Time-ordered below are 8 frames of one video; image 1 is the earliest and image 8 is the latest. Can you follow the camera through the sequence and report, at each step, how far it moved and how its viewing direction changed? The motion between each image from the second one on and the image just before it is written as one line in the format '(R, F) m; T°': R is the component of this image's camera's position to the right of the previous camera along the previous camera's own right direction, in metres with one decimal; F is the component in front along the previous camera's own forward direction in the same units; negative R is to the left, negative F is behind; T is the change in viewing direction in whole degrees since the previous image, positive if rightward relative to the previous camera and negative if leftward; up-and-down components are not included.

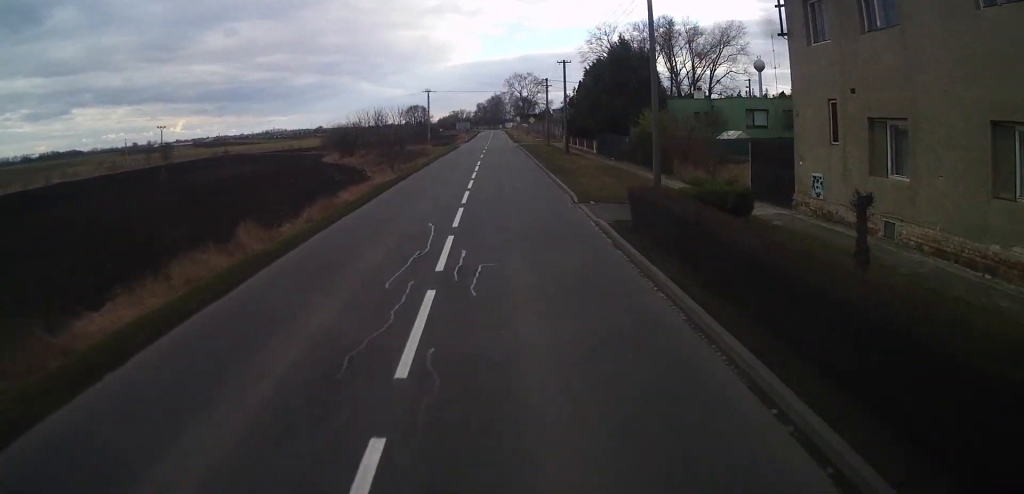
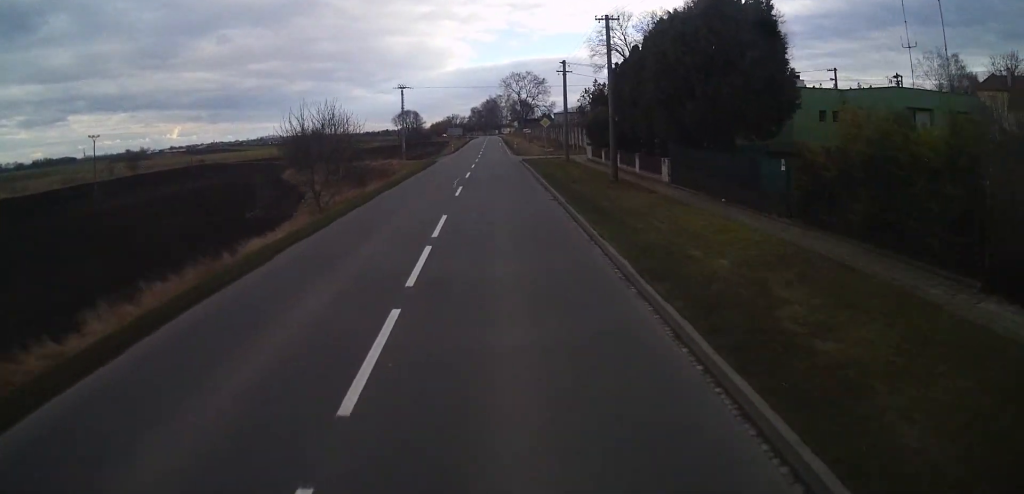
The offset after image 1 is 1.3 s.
(+1.0, +21.7) m; +3°
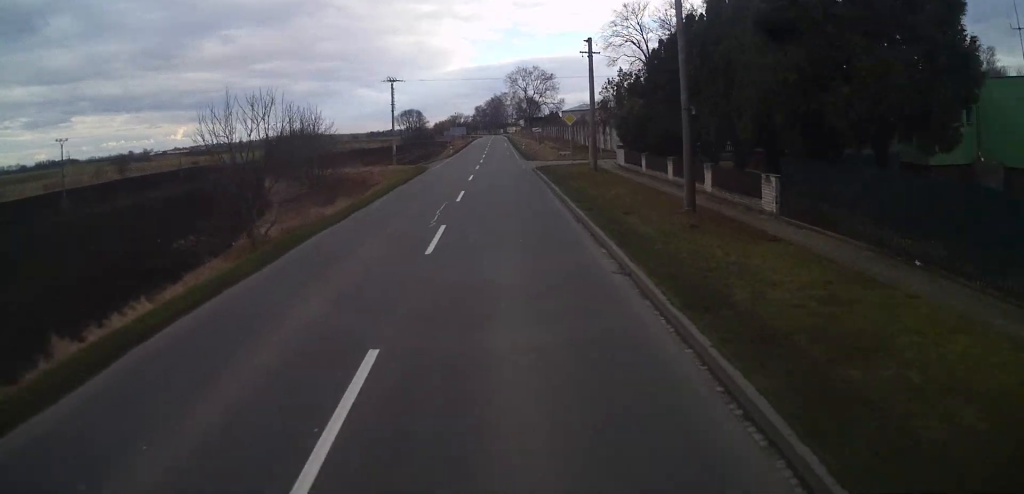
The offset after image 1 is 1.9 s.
(0.0, +10.4) m; 0°
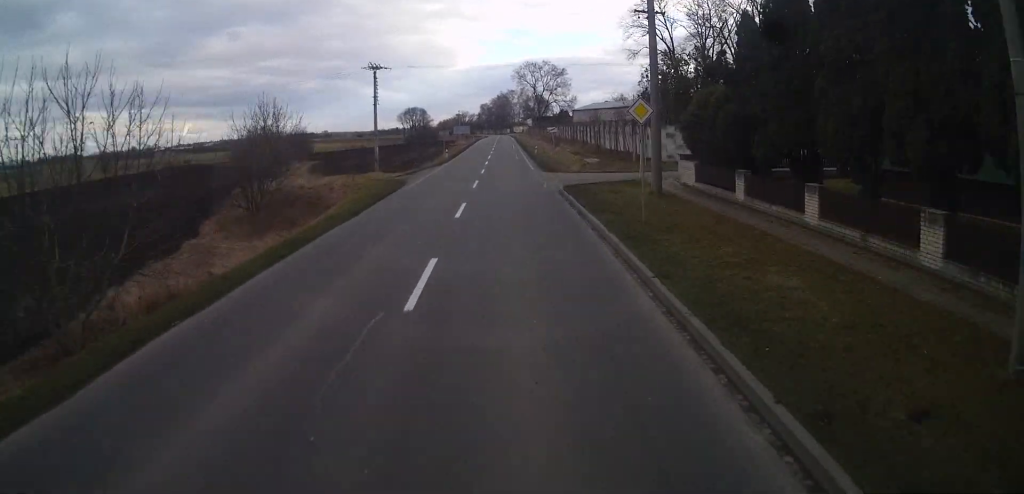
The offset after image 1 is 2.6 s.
(-0.1, +12.4) m; -1°
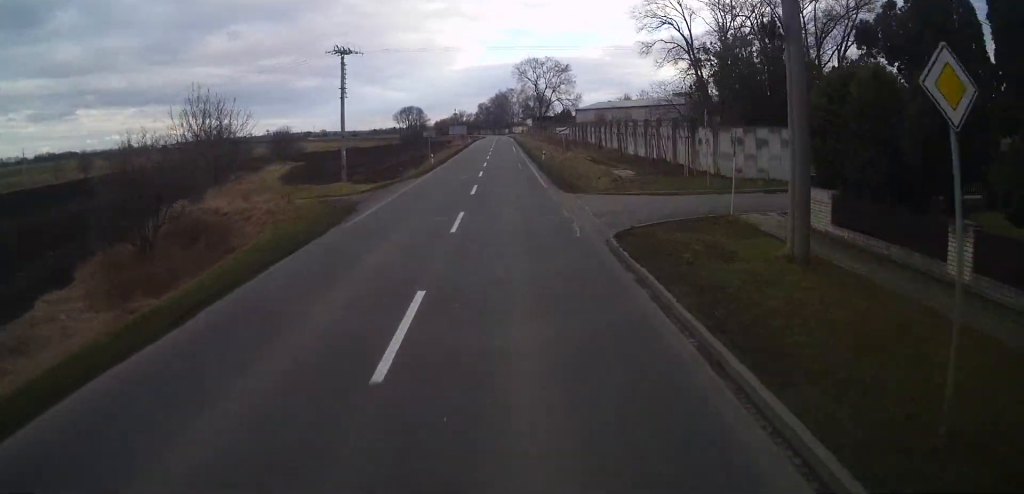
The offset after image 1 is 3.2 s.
(-0.1, +11.1) m; -1°
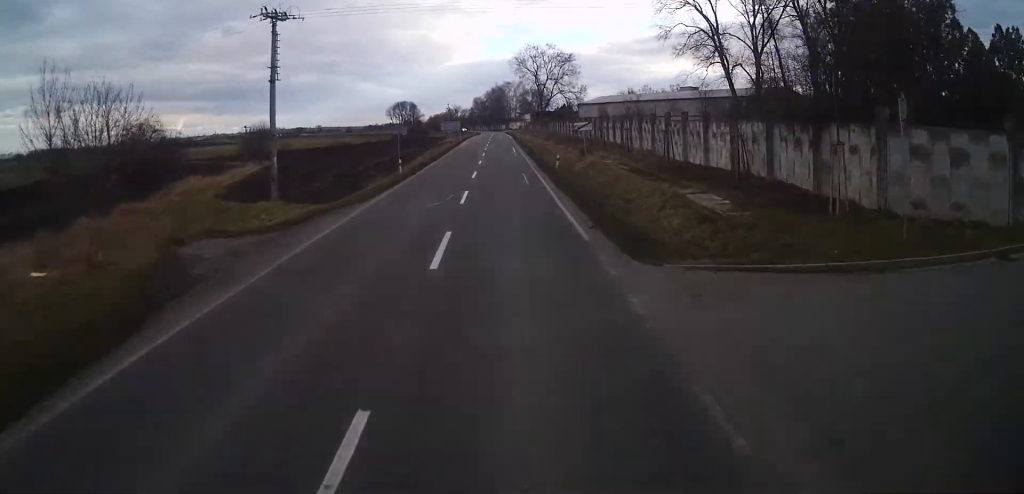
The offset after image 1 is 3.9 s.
(-0.1, +13.0) m; -1°
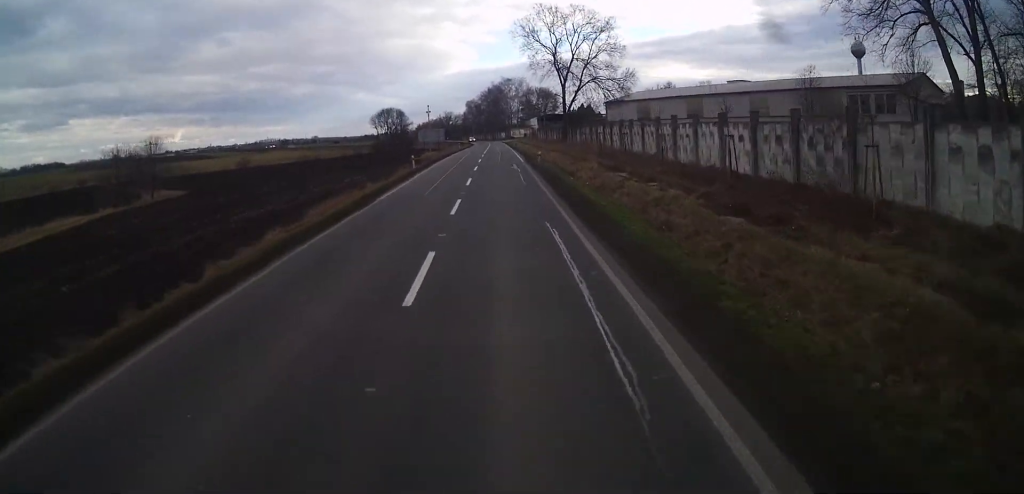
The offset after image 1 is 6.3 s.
(+0.2, +45.6) m; 0°
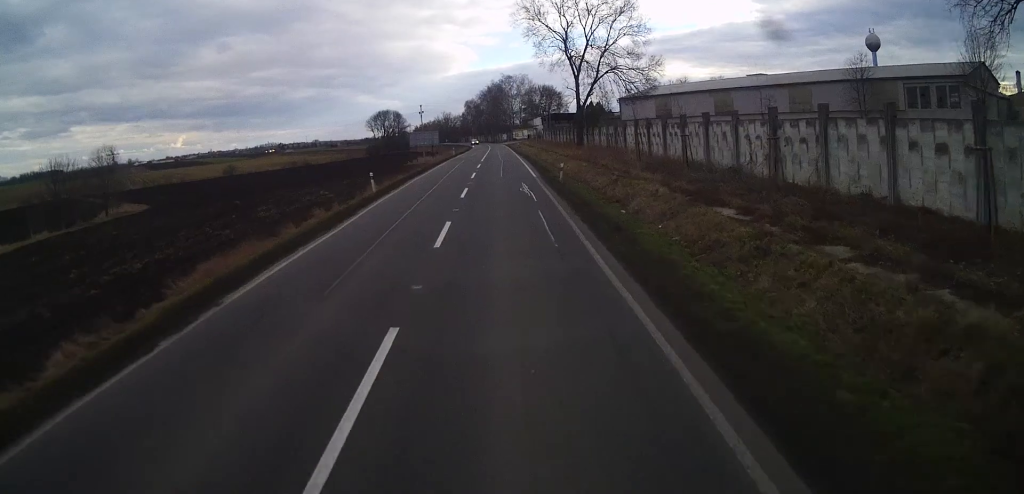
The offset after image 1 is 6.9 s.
(-0.1, +13.4) m; 0°
